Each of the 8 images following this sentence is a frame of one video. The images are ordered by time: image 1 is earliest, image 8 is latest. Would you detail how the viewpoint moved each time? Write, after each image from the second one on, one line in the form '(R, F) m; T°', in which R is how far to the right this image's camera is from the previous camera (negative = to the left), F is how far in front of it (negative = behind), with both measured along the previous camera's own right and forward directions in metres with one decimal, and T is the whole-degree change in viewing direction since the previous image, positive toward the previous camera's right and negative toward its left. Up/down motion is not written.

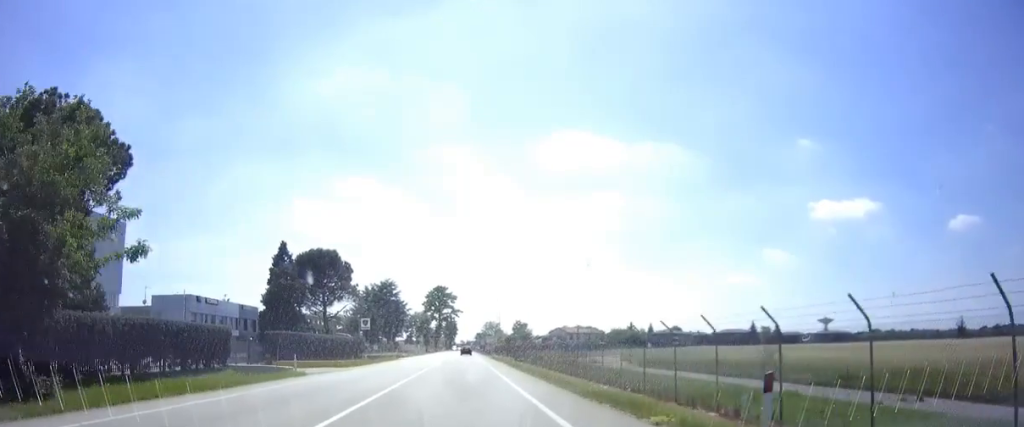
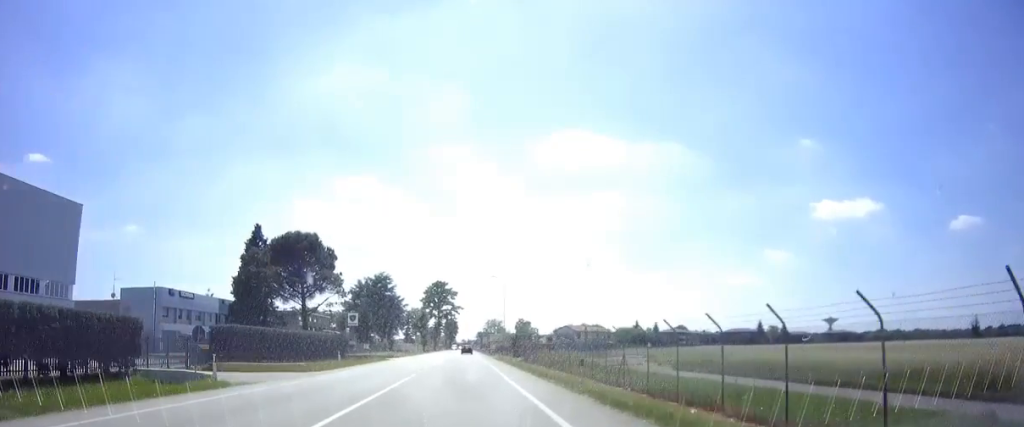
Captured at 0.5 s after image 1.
(+0.1, +10.0) m; 0°
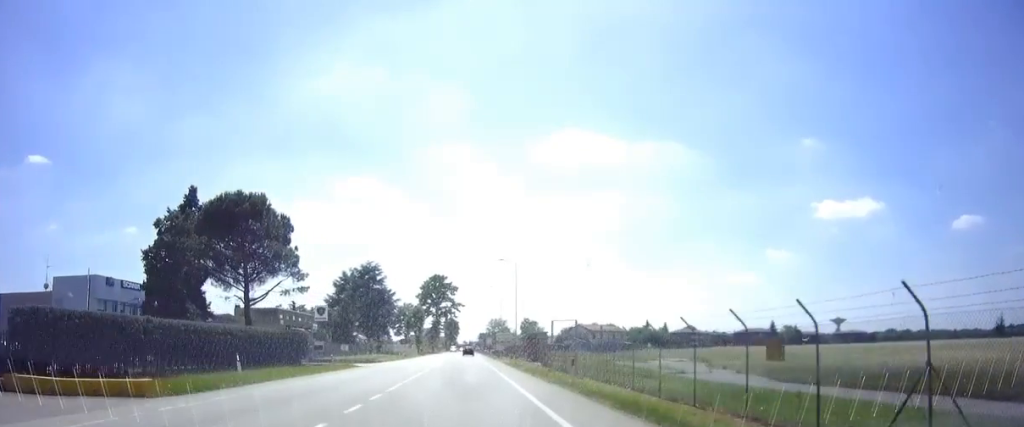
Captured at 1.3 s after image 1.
(+0.1, +16.0) m; -1°
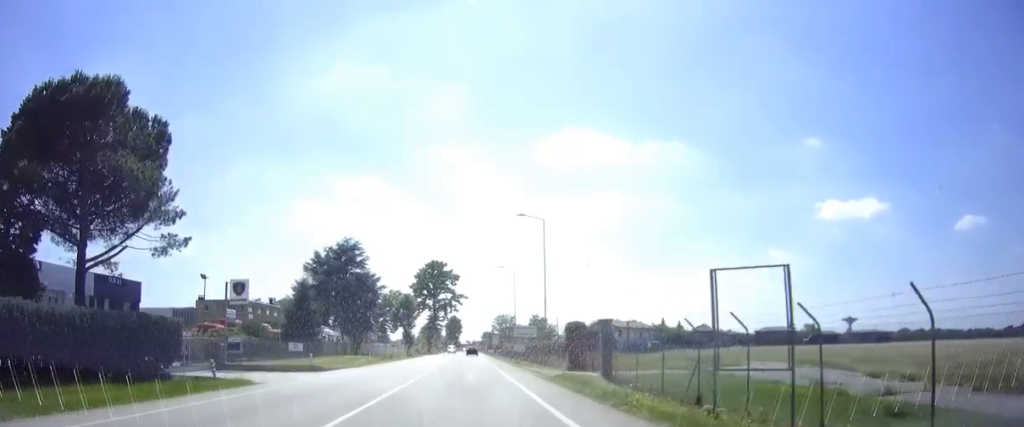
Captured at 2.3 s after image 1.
(-0.3, +20.7) m; 0°
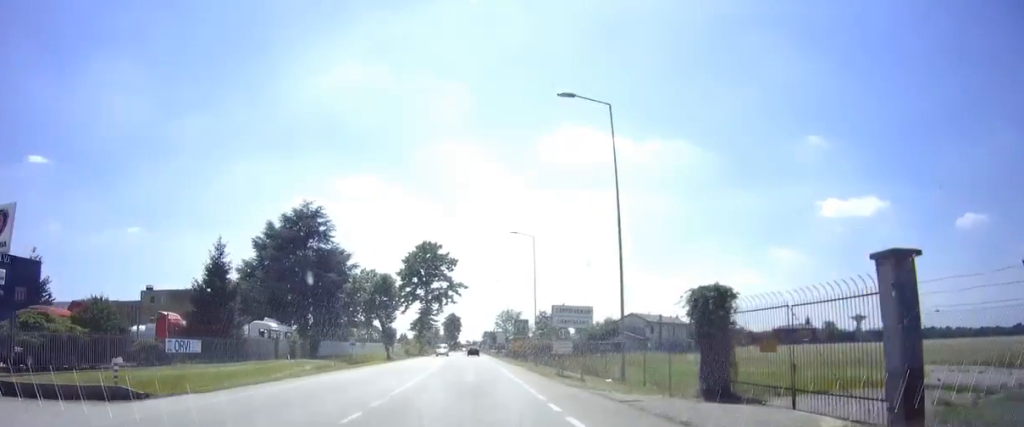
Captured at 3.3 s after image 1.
(+0.2, +20.0) m; 0°
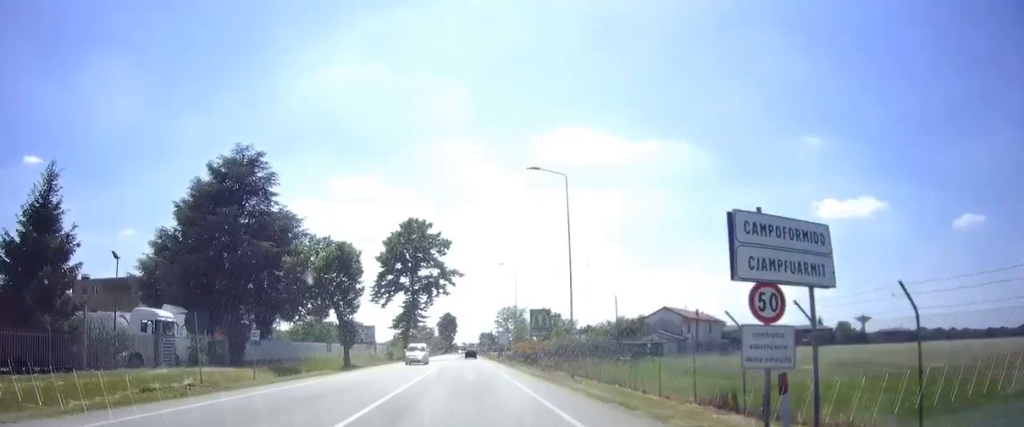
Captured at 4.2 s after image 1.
(-0.2, +17.4) m; 0°
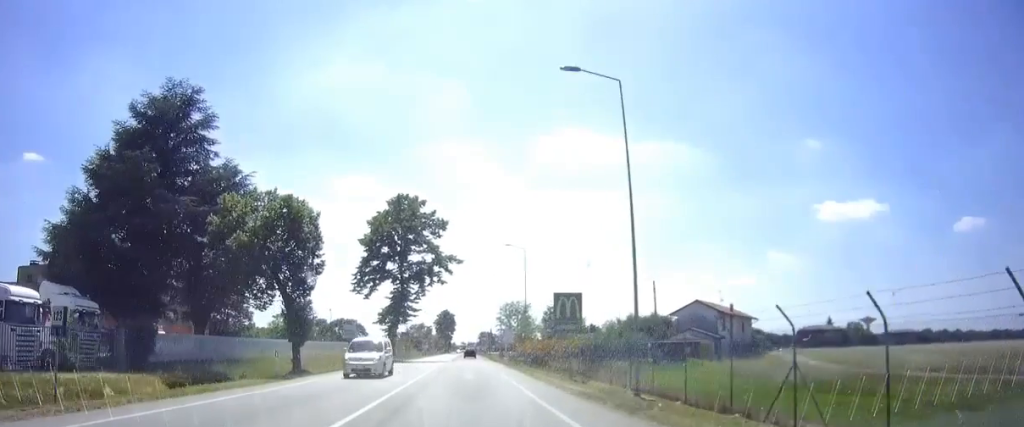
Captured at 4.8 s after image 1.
(0.0, +11.4) m; 0°
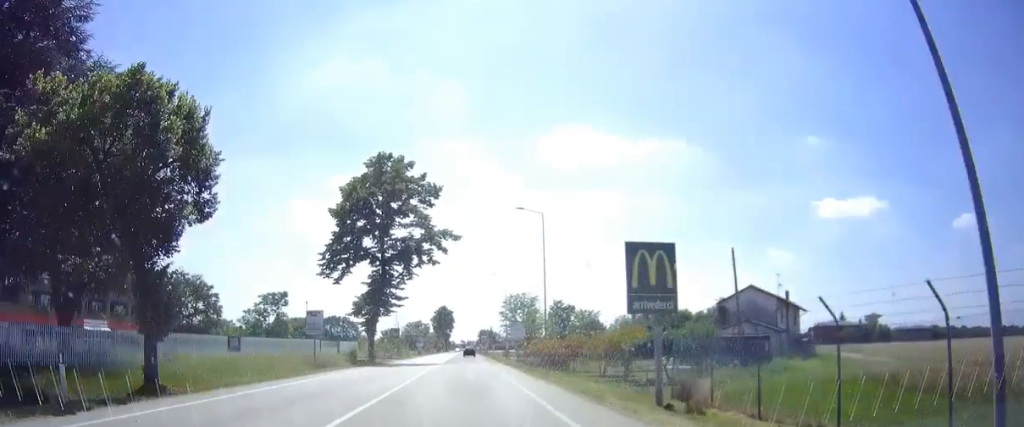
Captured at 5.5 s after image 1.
(+0.2, +14.7) m; 0°
